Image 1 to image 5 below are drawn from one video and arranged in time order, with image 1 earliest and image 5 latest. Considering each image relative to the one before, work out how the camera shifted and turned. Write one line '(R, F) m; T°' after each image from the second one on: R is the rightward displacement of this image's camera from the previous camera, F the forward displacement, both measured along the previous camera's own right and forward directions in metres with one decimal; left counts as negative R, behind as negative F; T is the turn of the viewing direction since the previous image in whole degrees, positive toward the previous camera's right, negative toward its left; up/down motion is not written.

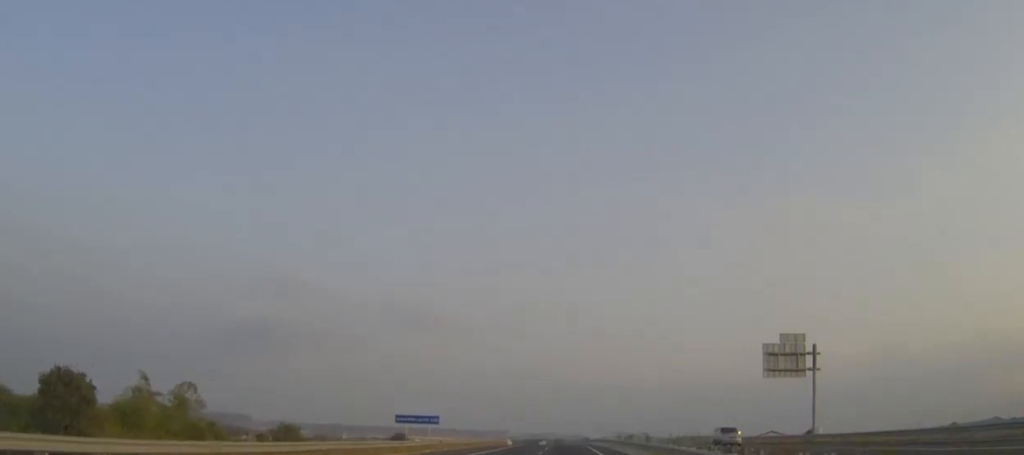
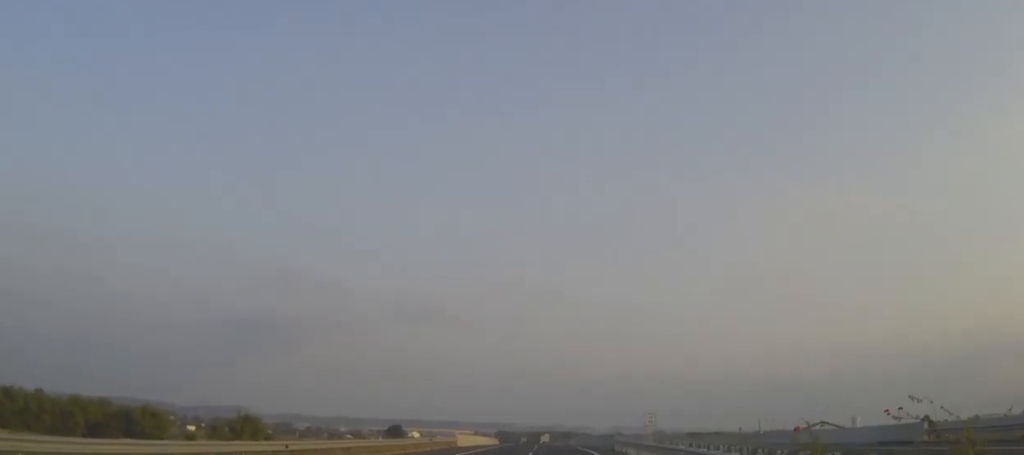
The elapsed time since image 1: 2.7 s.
(0.0, +56.8) m; 0°
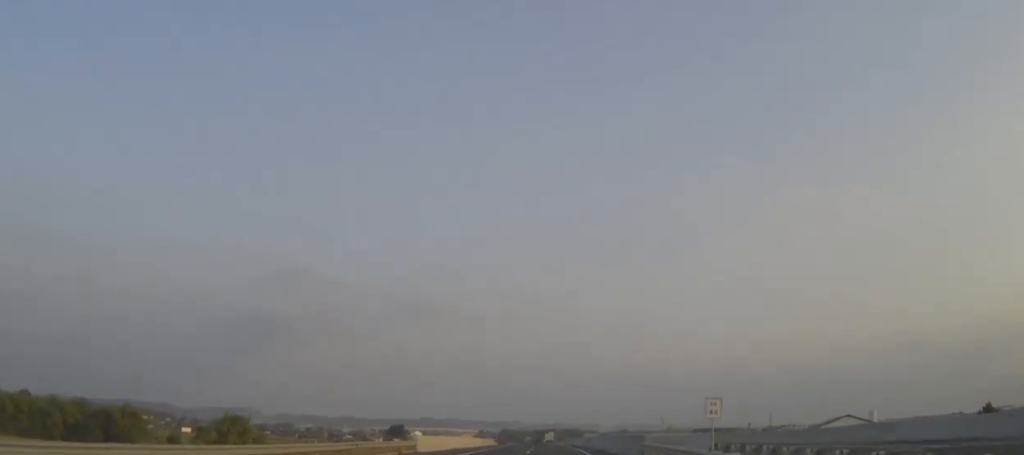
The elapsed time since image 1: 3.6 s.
(-0.1, +18.5) m; 0°
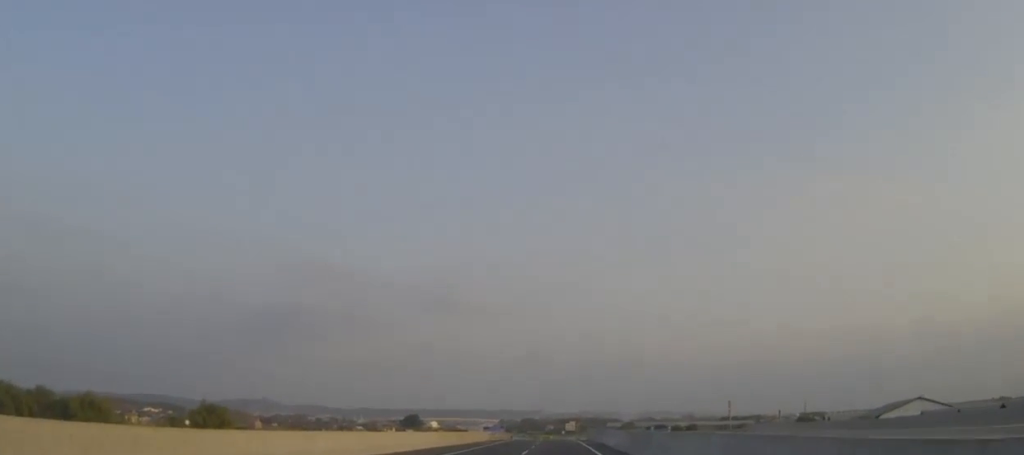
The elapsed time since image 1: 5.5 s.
(-0.4, +39.4) m; -1°
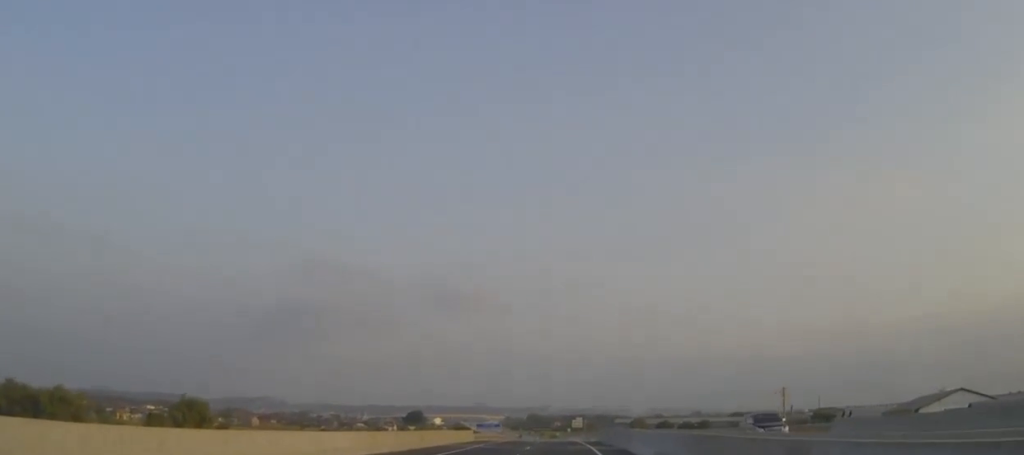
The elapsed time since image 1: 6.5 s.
(-0.1, +21.0) m; -1°
